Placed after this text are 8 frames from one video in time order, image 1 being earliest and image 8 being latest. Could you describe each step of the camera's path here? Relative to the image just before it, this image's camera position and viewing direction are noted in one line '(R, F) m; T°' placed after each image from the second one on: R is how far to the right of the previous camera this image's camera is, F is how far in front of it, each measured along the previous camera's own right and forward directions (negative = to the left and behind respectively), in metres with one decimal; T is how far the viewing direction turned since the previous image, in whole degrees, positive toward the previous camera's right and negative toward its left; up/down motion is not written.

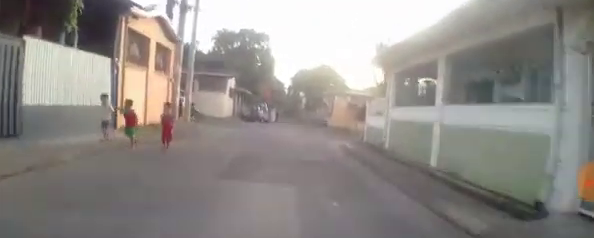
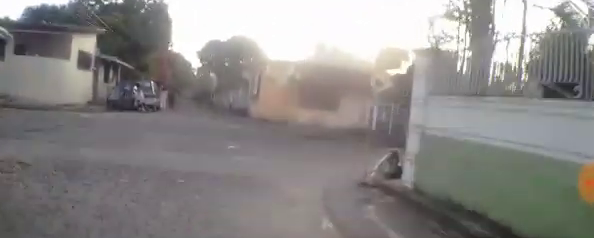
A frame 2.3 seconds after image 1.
(-0.2, +7.1) m; -16°
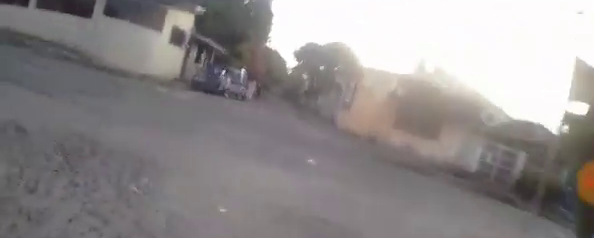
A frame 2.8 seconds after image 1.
(-0.1, +1.2) m; -6°
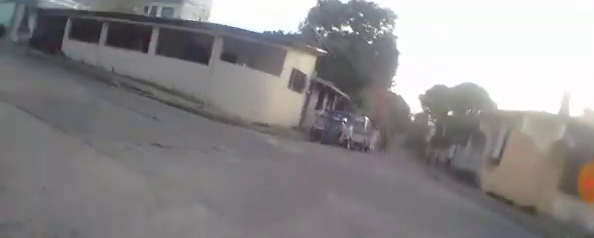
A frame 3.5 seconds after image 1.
(0.0, +1.7) m; -5°
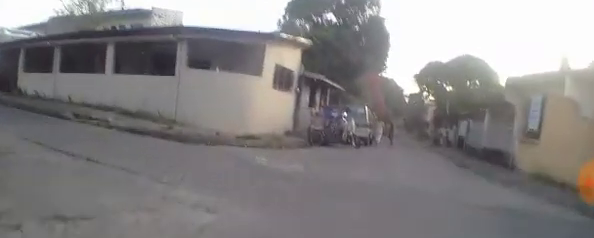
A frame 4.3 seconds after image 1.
(-0.1, +1.9) m; -15°
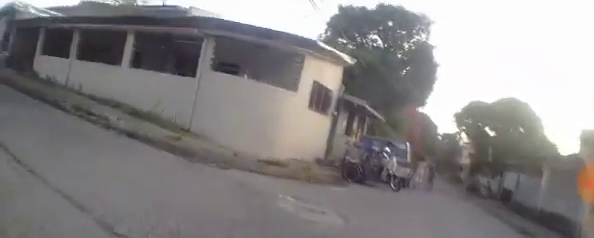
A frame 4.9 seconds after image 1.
(0.0, +1.6) m; -14°
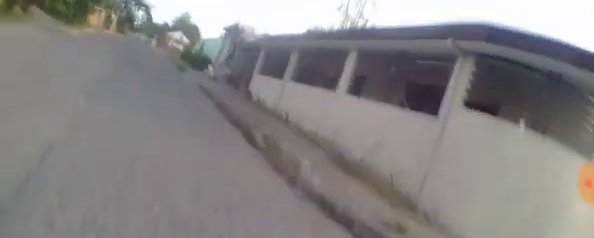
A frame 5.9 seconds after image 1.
(-1.0, +3.8) m; -19°
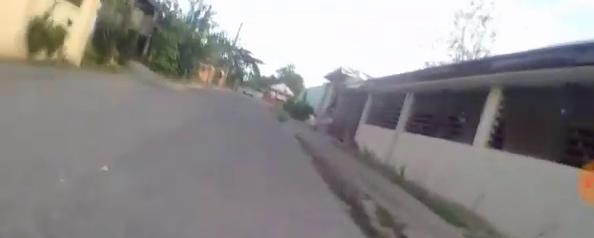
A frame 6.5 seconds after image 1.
(0.0, +2.7) m; -8°
